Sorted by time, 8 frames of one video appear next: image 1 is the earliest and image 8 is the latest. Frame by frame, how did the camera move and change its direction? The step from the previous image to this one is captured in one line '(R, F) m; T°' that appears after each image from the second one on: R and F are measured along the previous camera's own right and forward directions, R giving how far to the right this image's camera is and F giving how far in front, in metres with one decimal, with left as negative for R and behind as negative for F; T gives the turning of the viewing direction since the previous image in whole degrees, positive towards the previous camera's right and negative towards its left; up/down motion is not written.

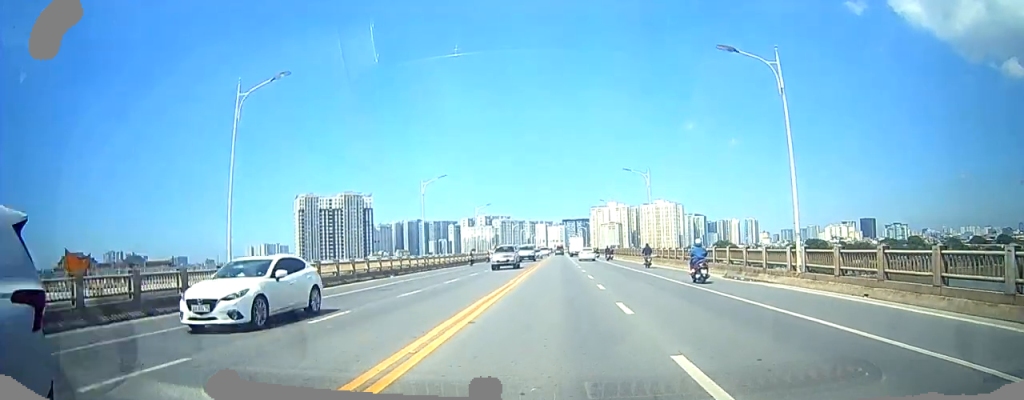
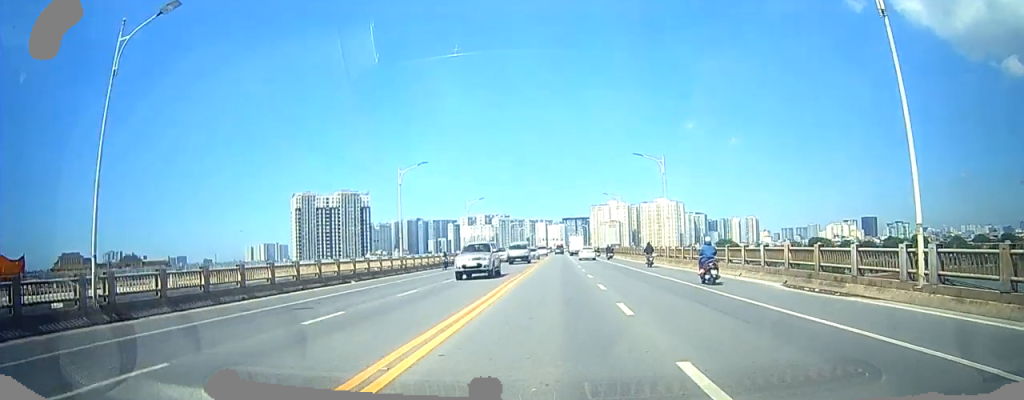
(+0.2, +8.5) m; +1°
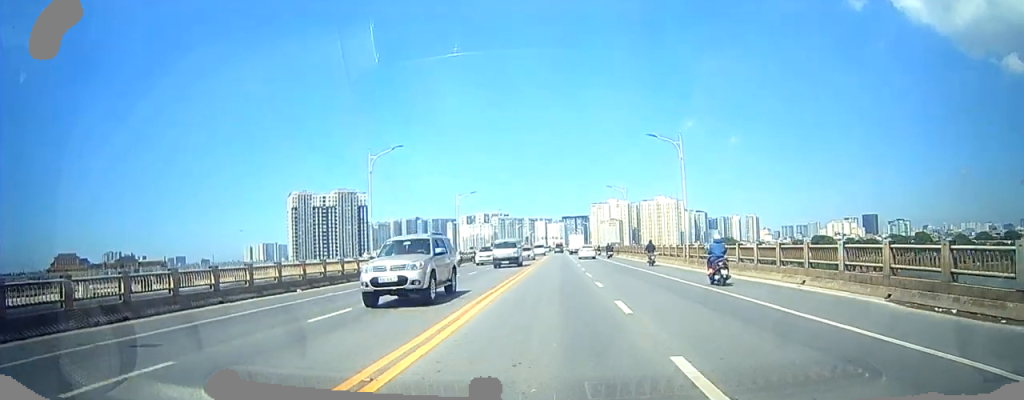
(+0.1, +7.7) m; 0°
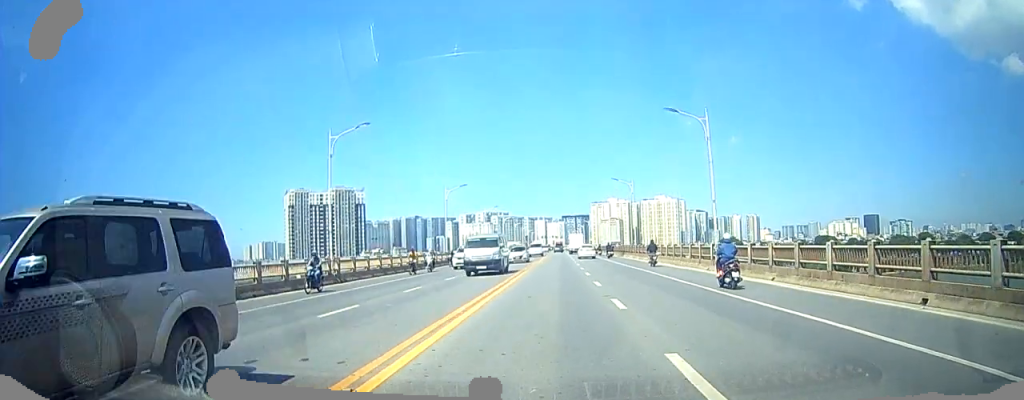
(+0.1, +8.3) m; -2°
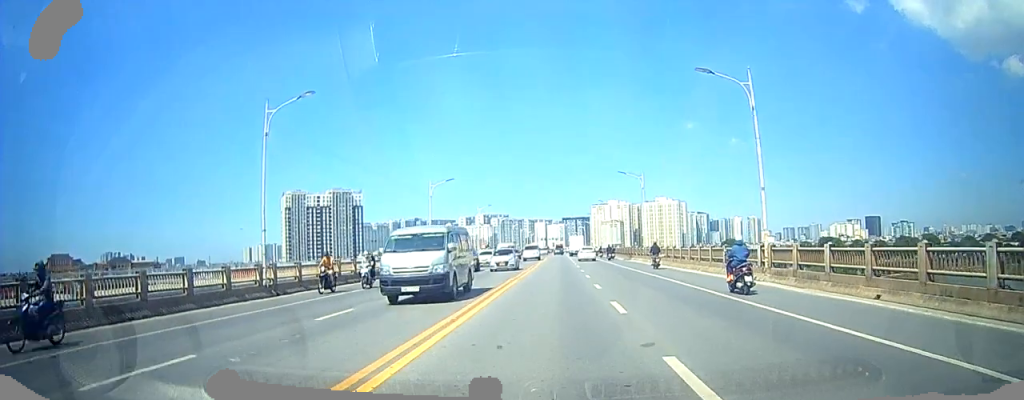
(+0.1, +8.0) m; -2°
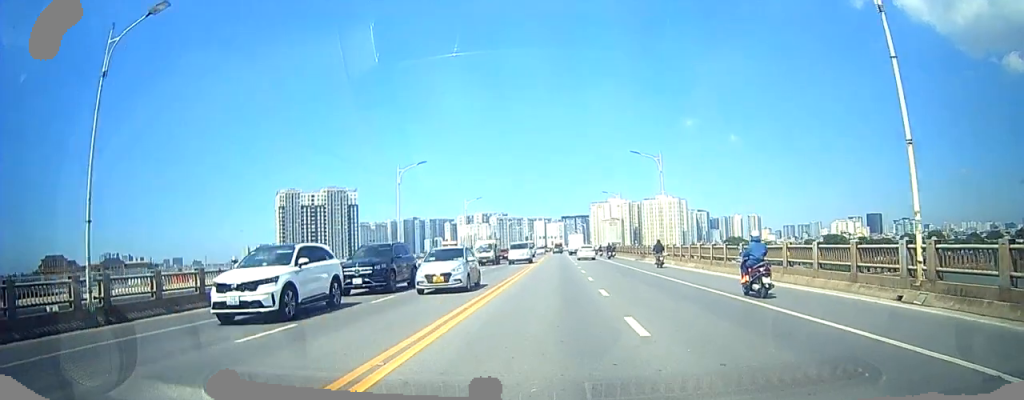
(-0.9, +10.4) m; -1°
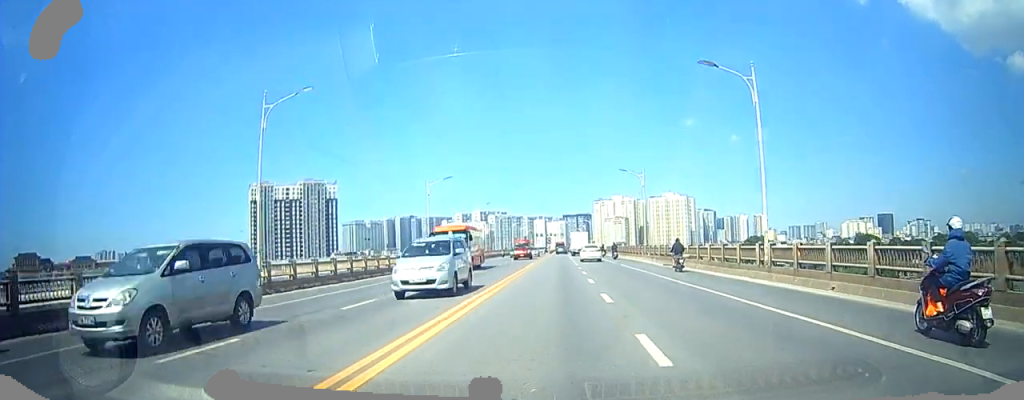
(+2.6, +46.4) m; +2°
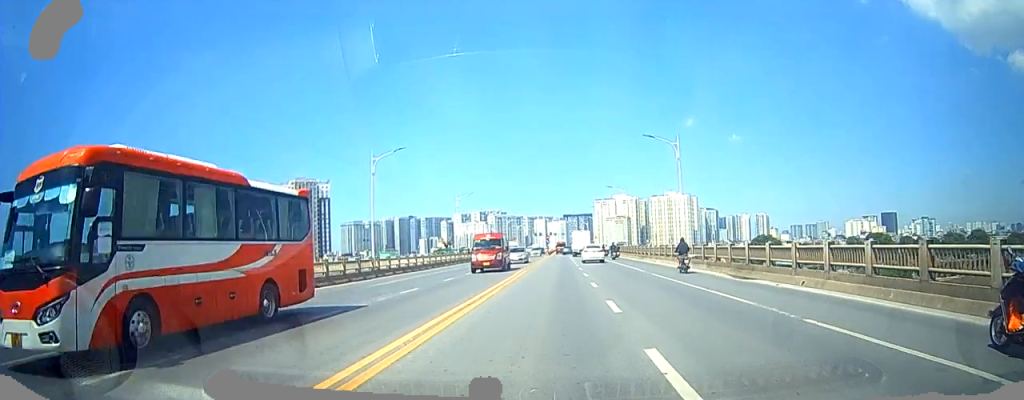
(-0.1, +15.1) m; 0°
